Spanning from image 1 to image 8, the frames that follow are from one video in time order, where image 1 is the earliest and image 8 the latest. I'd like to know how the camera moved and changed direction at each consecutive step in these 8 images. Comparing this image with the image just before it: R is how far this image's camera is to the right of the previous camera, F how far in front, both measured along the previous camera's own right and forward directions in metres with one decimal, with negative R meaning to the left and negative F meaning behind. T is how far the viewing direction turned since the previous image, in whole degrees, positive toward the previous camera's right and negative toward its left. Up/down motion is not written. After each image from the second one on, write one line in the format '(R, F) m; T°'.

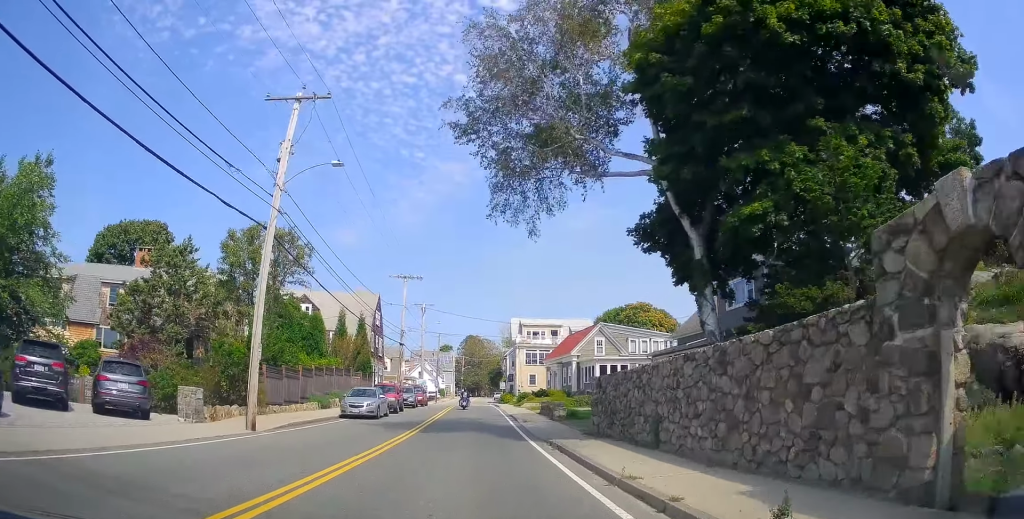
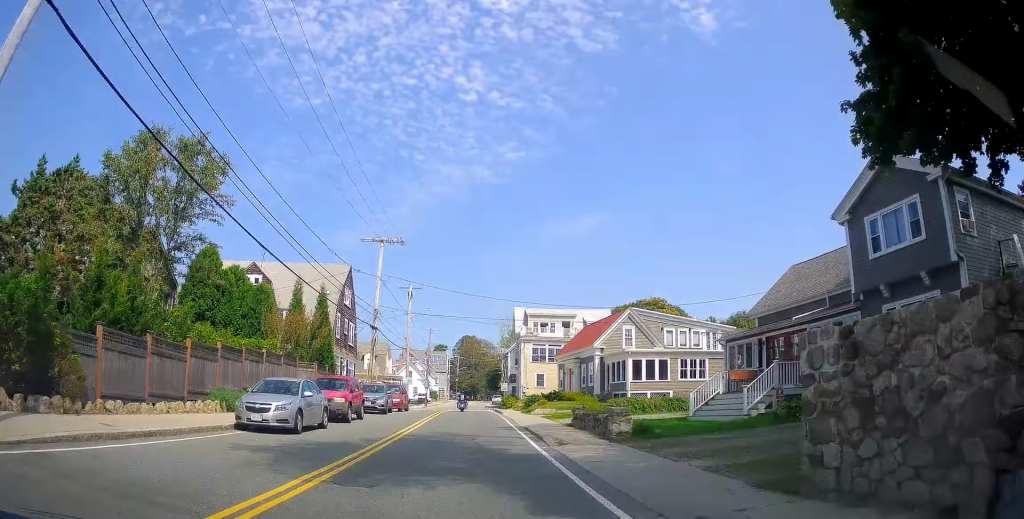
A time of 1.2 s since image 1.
(+0.2, +12.3) m; +1°
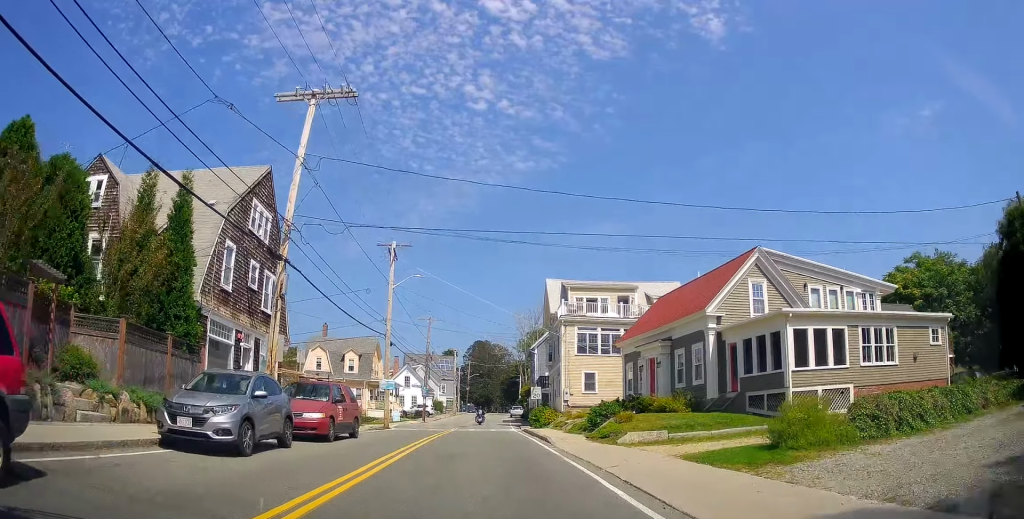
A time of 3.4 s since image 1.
(-0.4, +20.9) m; -2°
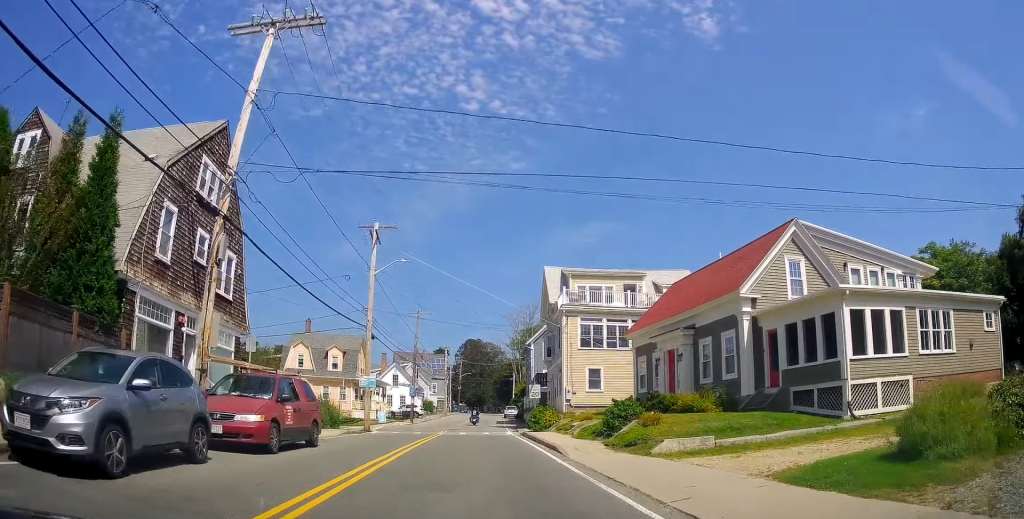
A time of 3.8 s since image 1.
(0.0, +4.3) m; 0°
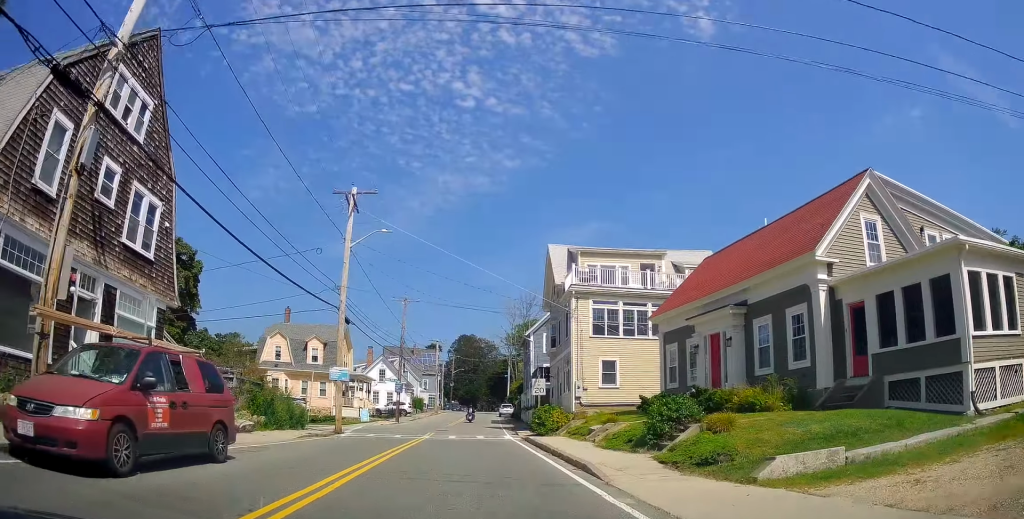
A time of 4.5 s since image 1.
(-0.1, +5.7) m; +1°
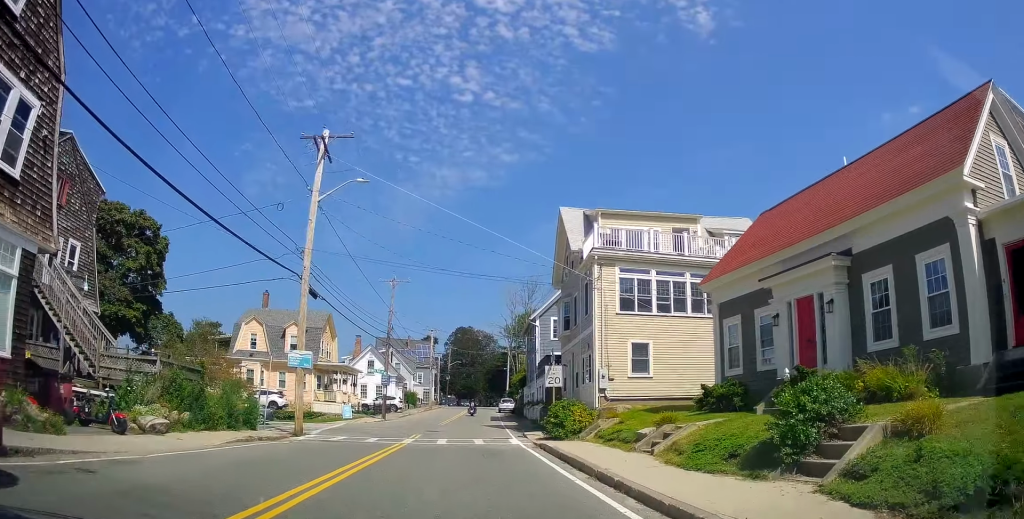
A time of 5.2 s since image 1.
(+0.2, +6.3) m; +2°
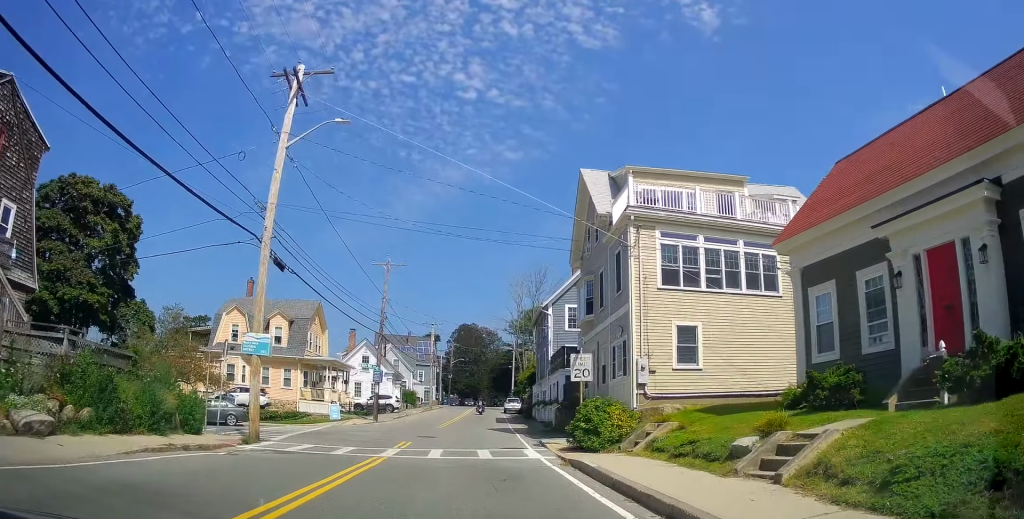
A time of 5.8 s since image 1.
(+0.1, +5.2) m; +1°
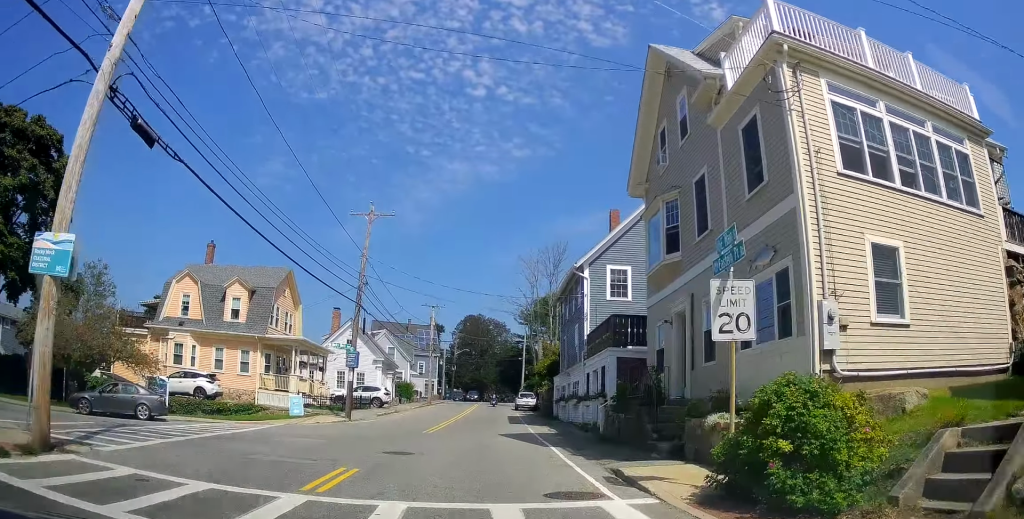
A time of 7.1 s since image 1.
(0.0, +9.8) m; -1°
